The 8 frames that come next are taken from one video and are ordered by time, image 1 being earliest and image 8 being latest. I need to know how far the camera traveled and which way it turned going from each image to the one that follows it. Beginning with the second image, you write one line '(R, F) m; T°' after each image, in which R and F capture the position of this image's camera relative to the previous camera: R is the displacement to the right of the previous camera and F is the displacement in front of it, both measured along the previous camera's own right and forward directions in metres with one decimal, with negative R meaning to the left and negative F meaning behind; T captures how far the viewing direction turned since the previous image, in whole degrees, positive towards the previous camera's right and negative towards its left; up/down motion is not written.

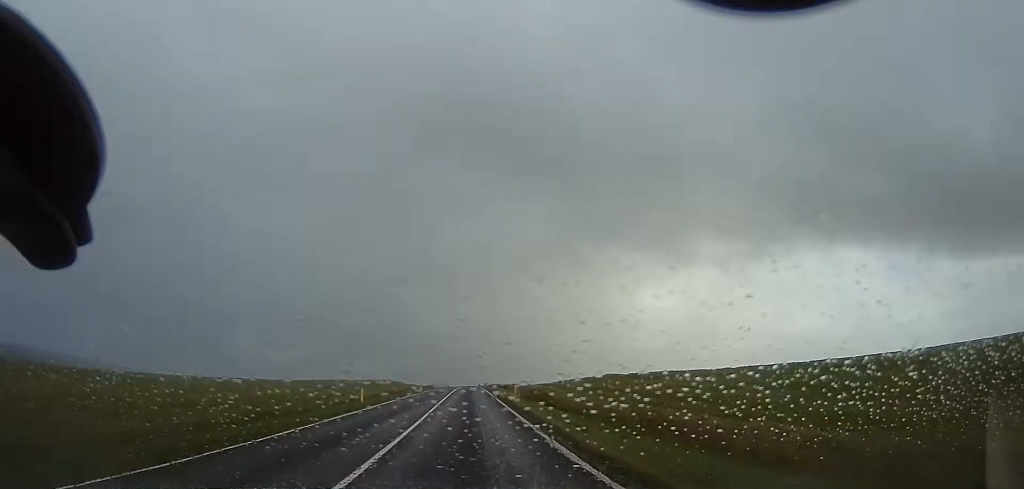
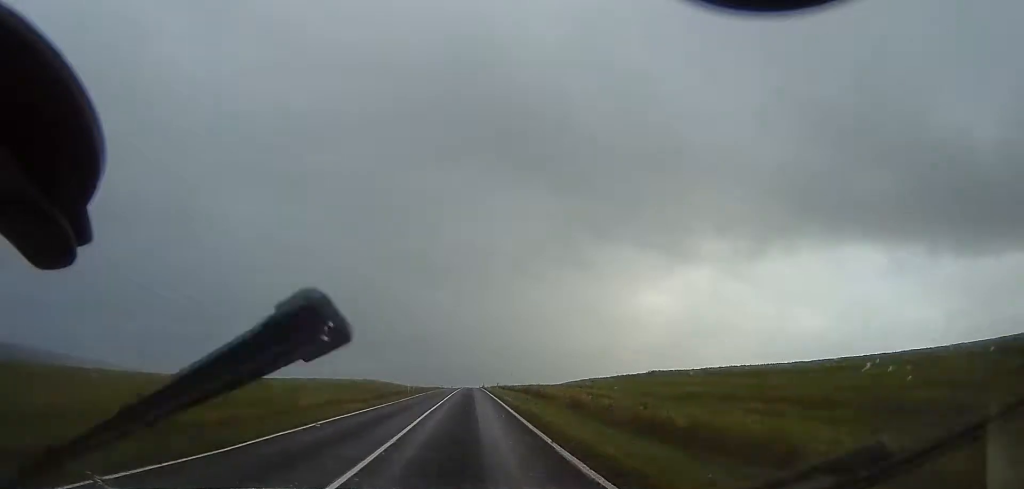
(0.0, +31.3) m; 0°
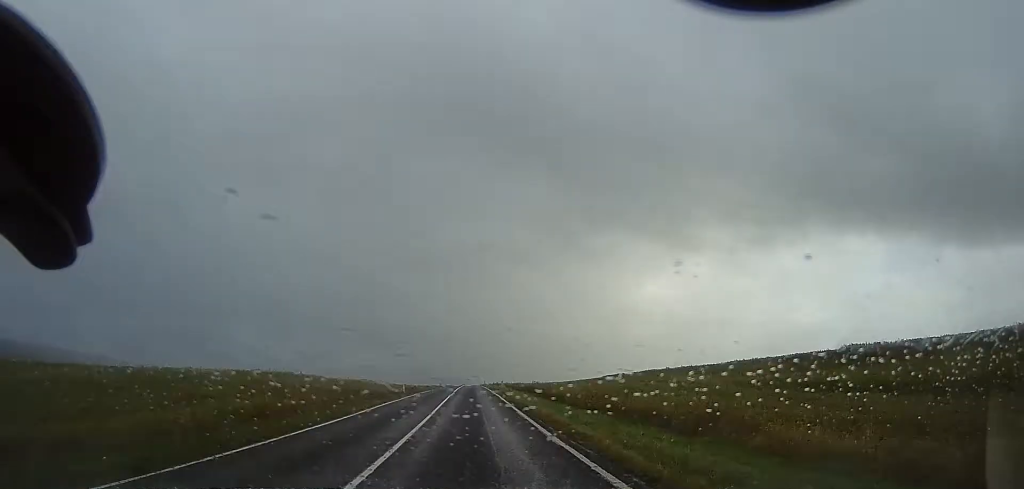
(0.0, +56.1) m; 0°
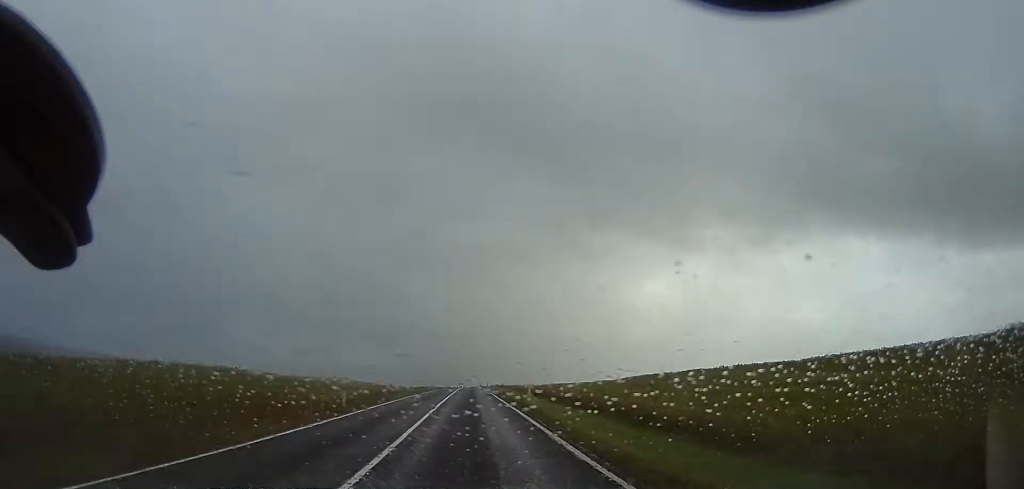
(0.0, +19.8) m; -1°
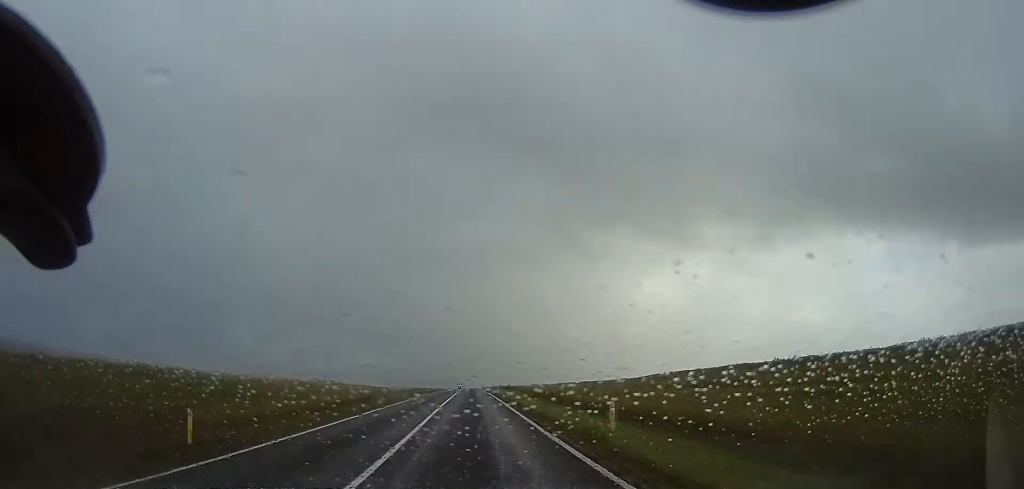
(-0.2, +12.8) m; -1°
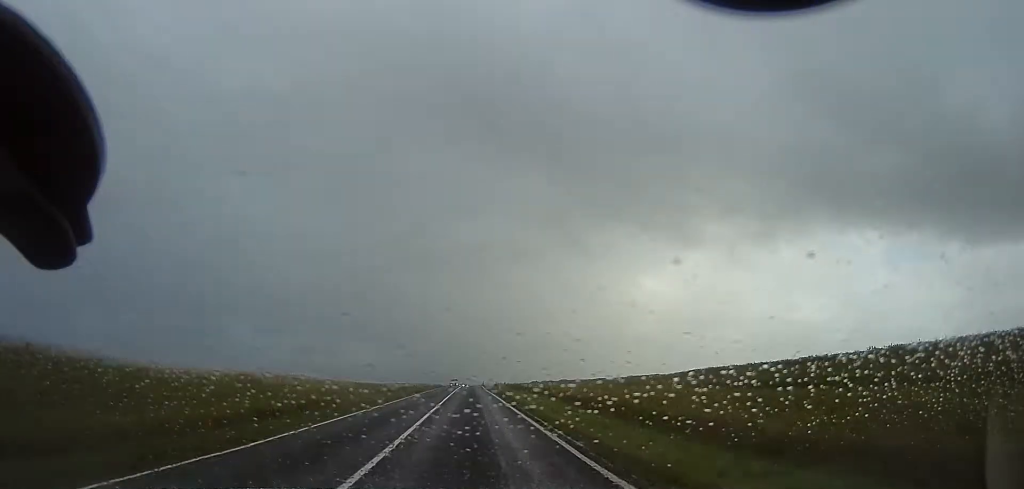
(-0.1, +15.4) m; 0°
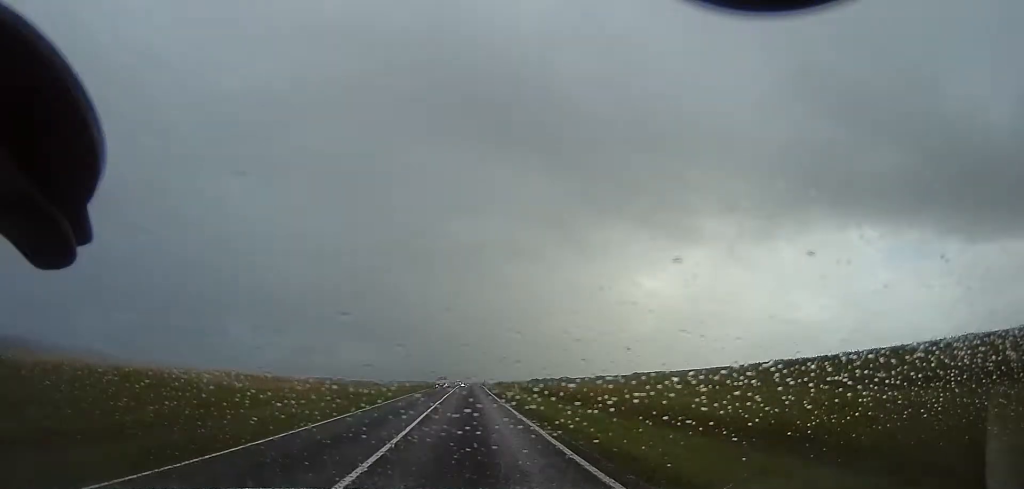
(-0.2, +17.9) m; +3°
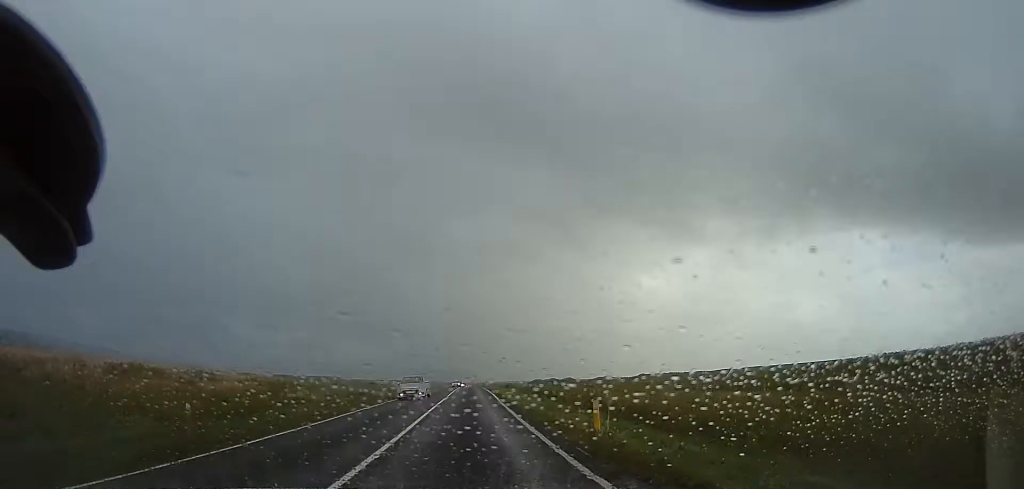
(+0.8, +16.2) m; 0°
